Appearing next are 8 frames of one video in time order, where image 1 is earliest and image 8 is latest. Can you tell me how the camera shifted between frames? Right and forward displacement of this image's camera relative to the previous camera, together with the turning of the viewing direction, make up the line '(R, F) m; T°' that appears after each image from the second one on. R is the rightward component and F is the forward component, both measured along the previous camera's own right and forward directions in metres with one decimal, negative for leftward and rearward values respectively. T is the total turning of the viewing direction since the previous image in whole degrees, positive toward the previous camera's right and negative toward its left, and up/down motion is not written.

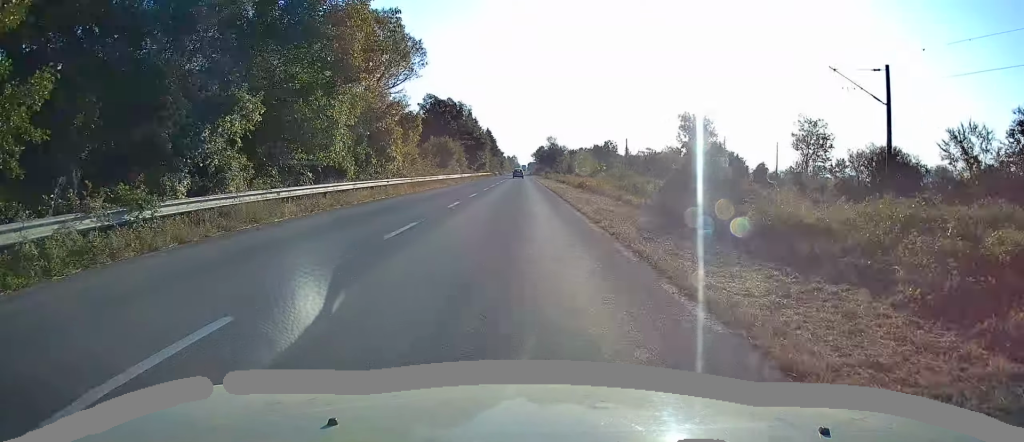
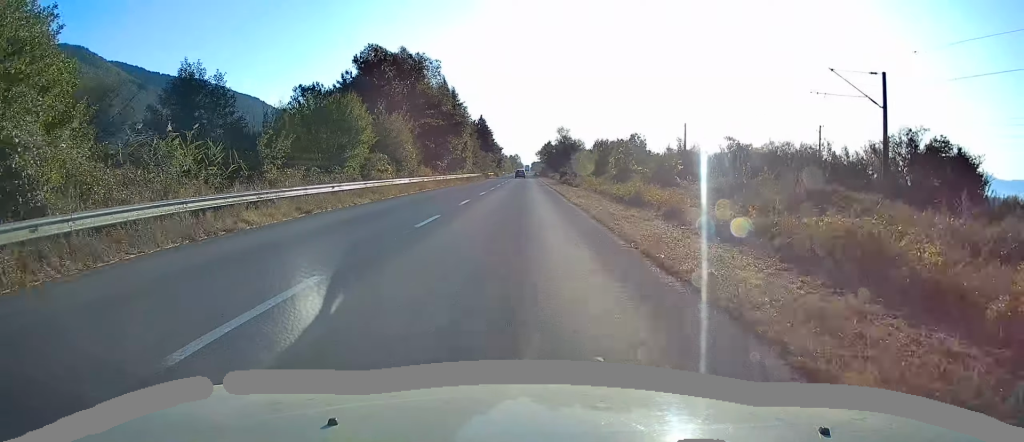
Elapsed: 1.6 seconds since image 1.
(0.0, +43.0) m; 0°
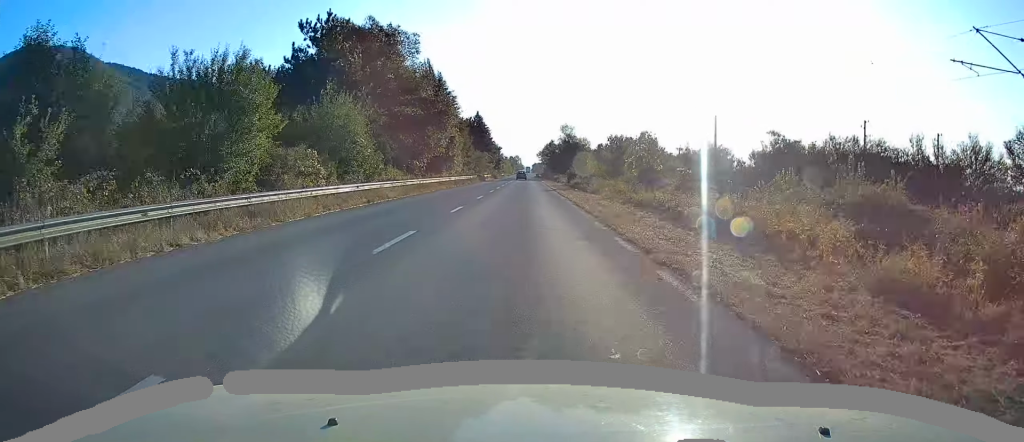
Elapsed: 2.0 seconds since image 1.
(+0.1, +12.8) m; 0°
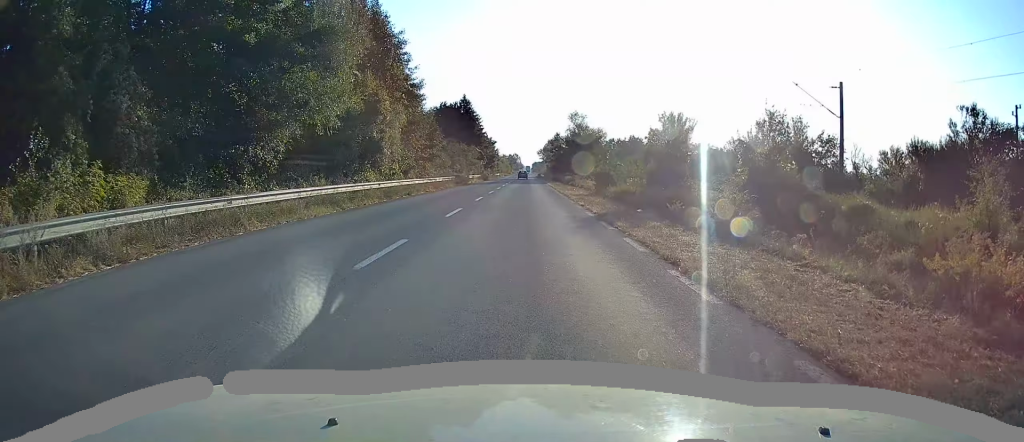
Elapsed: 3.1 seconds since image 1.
(-0.5, +28.2) m; 0°
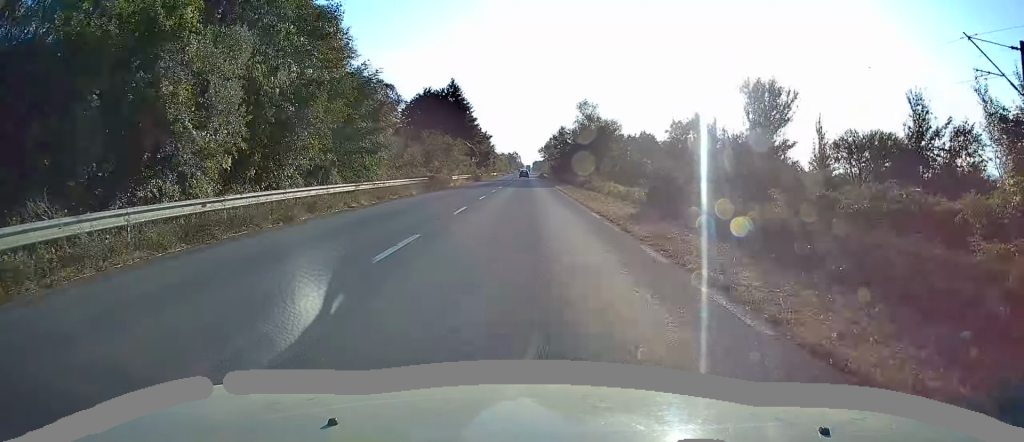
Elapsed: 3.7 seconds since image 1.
(+0.3, +17.4) m; +1°
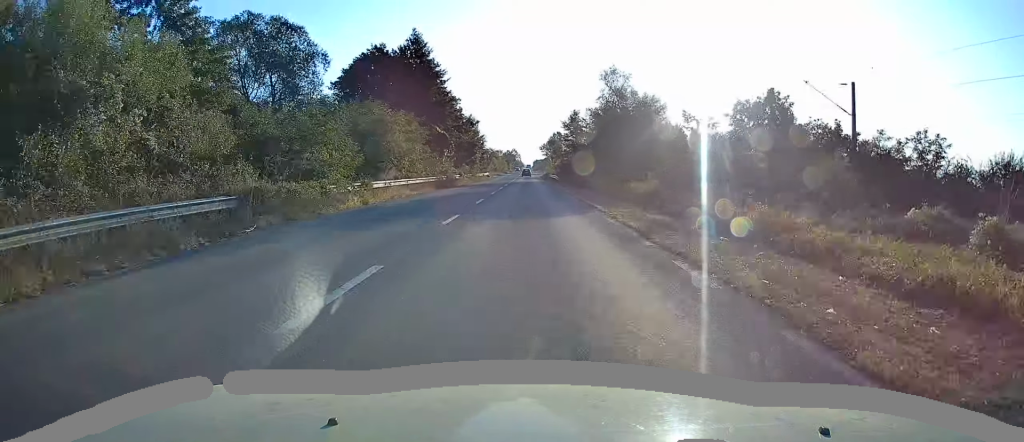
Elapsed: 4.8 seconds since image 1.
(+0.2, +30.3) m; 0°
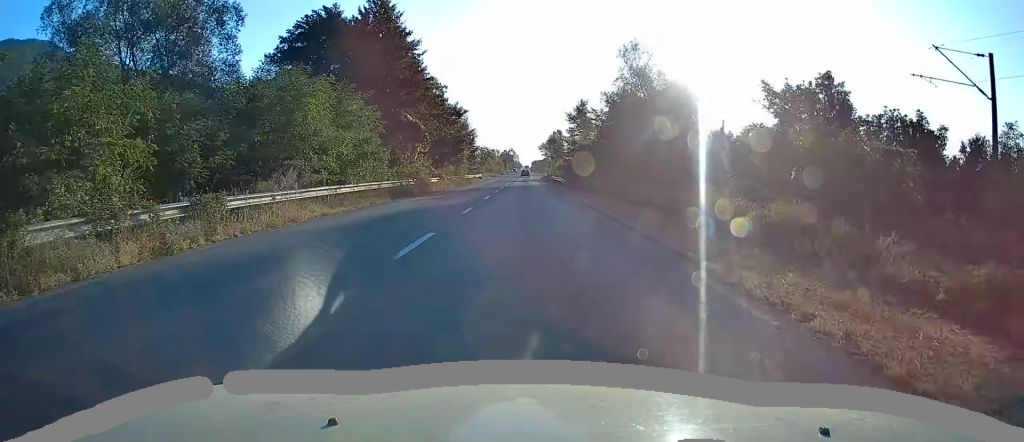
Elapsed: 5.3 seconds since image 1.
(0.0, +13.8) m; 0°
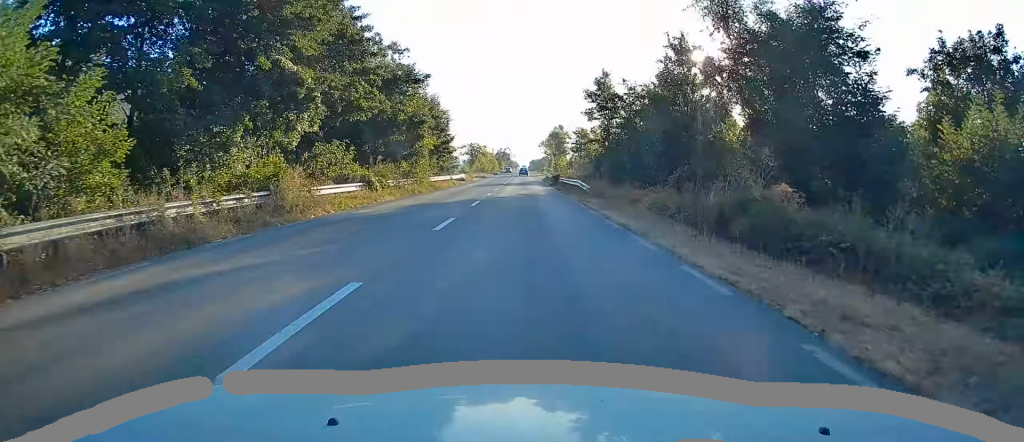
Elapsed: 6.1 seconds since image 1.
(-0.4, +23.0) m; 0°
